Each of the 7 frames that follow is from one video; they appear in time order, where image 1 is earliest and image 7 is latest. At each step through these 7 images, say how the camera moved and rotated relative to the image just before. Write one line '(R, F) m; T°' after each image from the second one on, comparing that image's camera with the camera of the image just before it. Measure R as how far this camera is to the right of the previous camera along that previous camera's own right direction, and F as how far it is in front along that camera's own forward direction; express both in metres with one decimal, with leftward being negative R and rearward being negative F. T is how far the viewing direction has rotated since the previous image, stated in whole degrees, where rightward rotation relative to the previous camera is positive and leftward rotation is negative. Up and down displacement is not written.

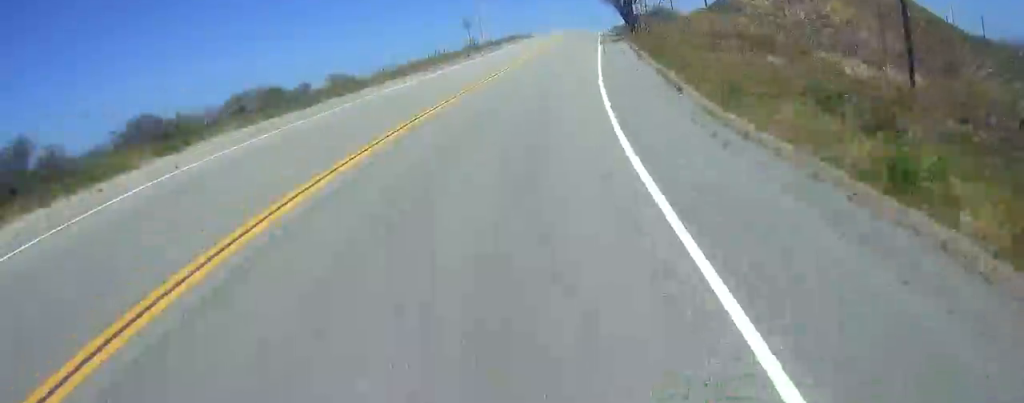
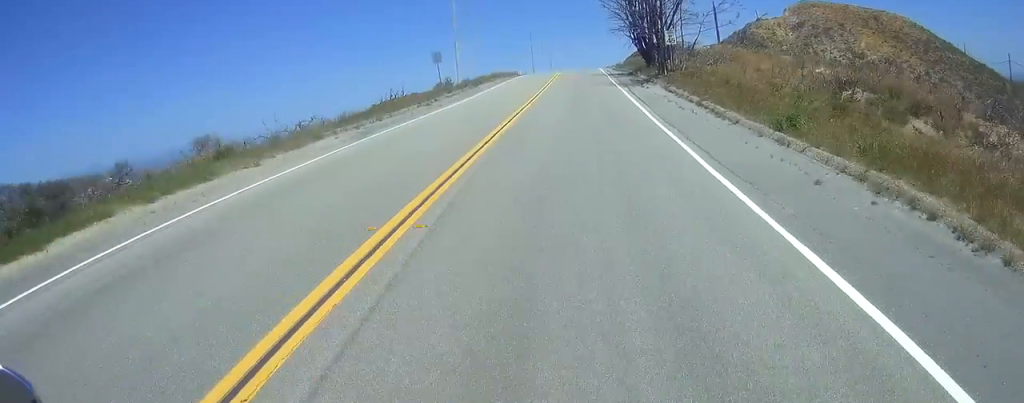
(+2.3, +14.9) m; +11°
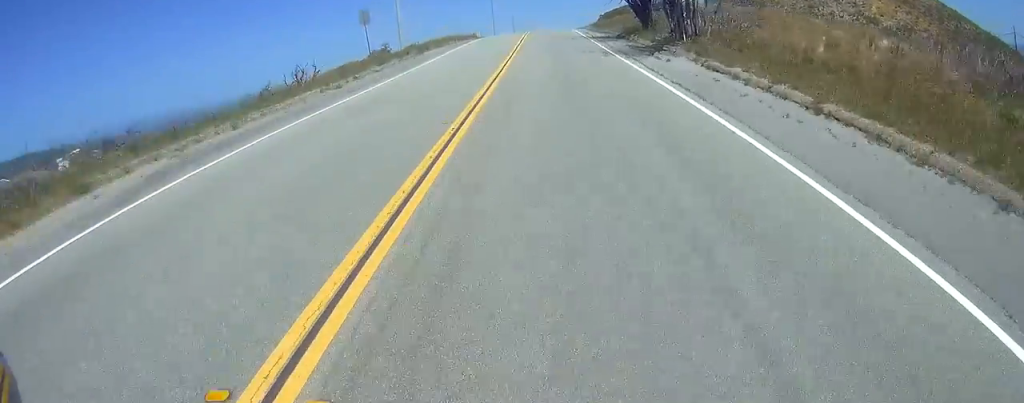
(+0.8, +11.7) m; +4°
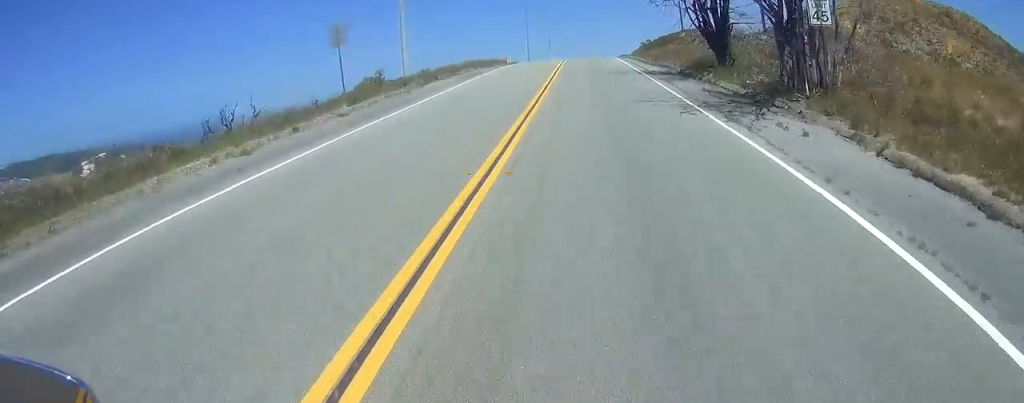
(+0.4, +9.8) m; +2°
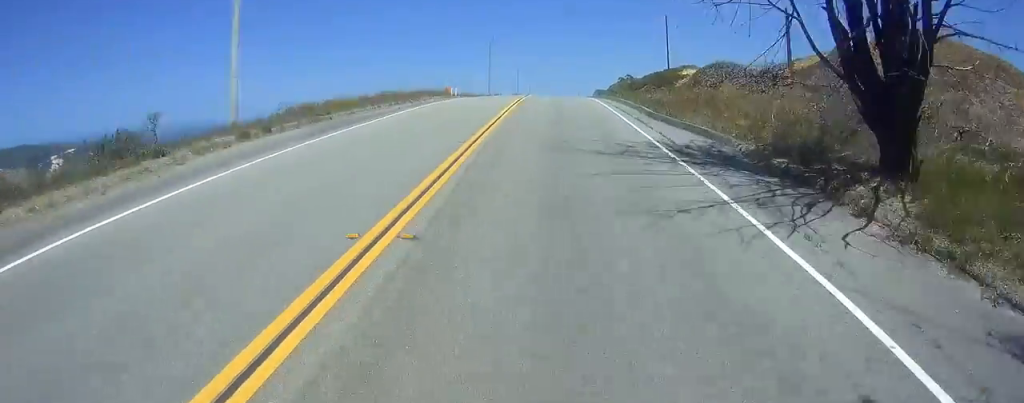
(0.0, +17.6) m; 0°
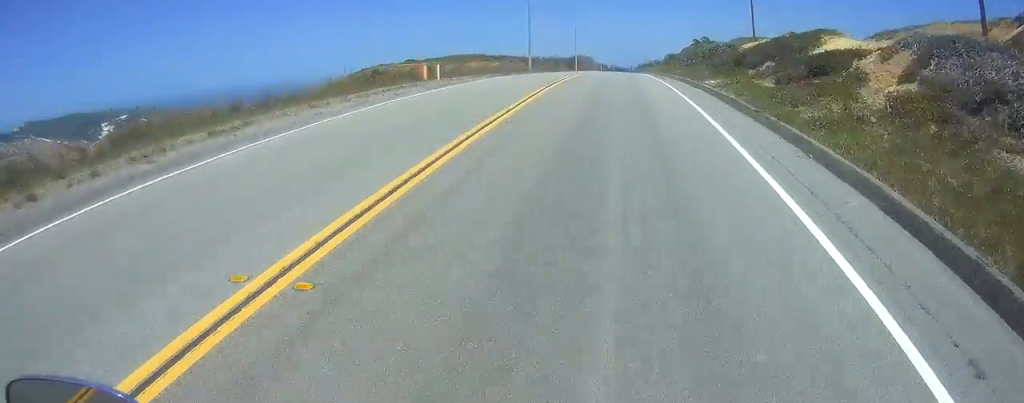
(0.0, +25.1) m; 0°
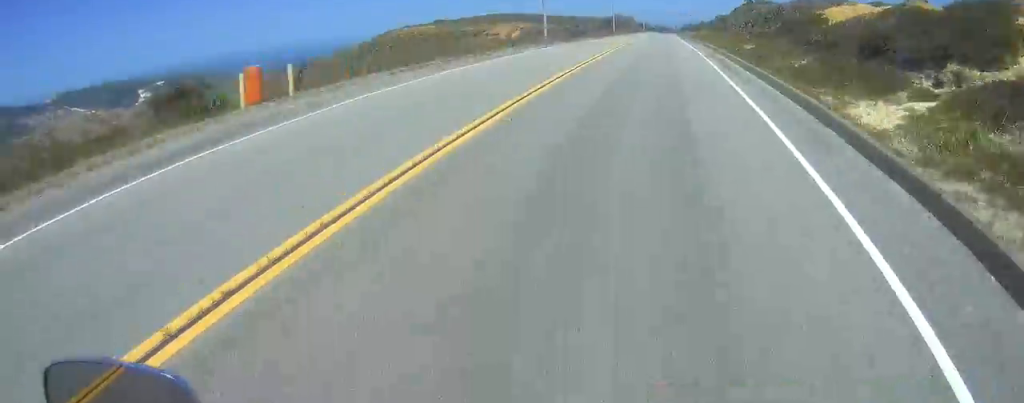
(0.0, +17.3) m; 0°
